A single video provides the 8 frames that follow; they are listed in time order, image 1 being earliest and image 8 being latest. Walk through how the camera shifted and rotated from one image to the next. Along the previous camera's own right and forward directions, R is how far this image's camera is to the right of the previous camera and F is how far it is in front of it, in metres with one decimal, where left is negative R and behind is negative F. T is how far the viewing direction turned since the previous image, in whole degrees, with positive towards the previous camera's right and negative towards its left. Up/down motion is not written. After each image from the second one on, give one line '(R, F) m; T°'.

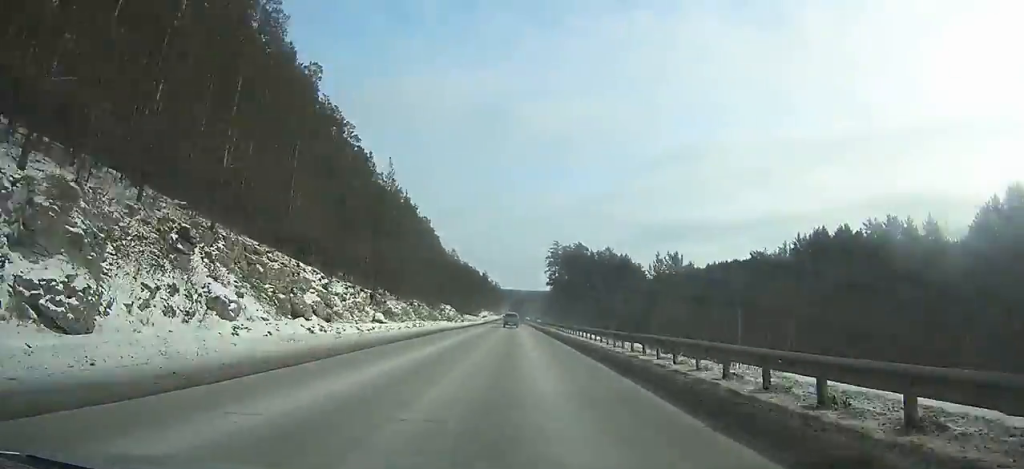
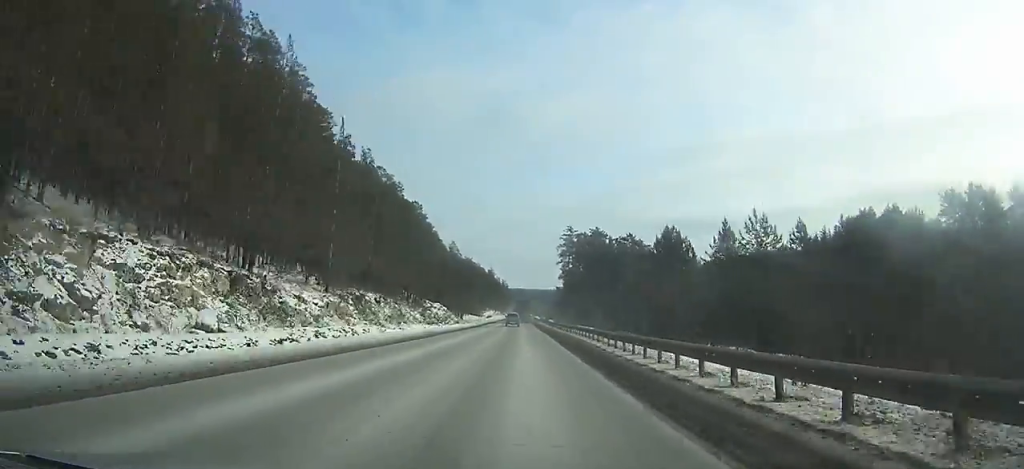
(-0.1, +27.1) m; 0°
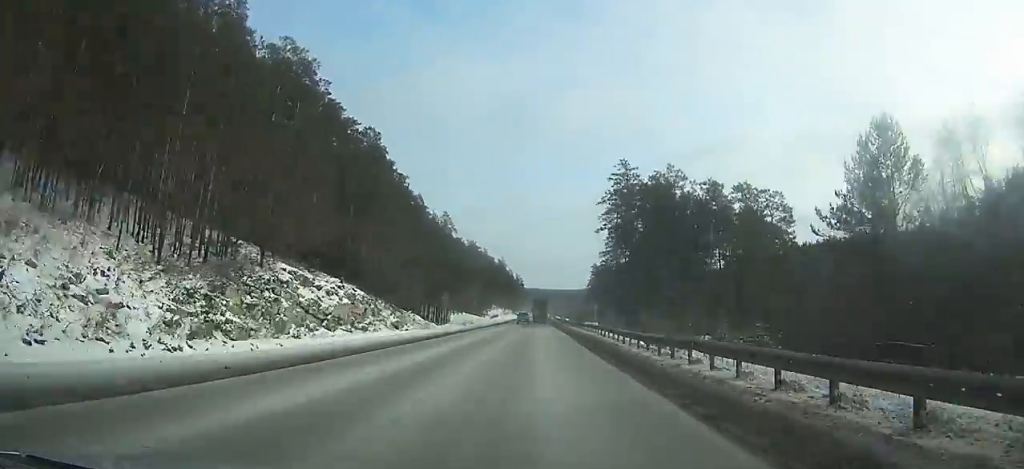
(-0.5, +63.6) m; -1°
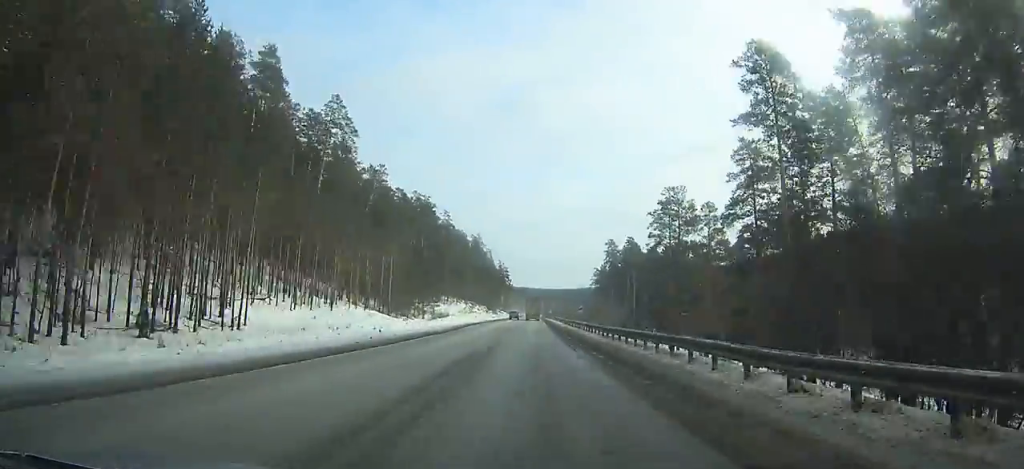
(-0.3, +88.6) m; 0°
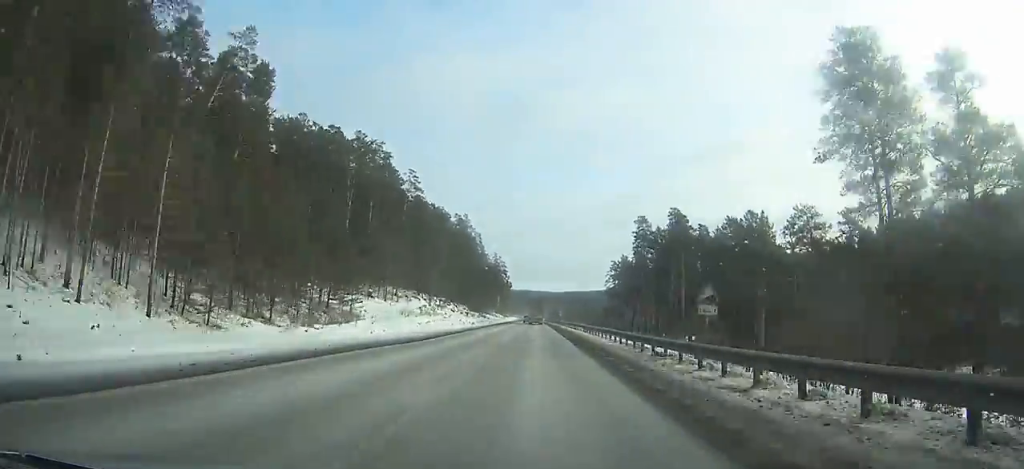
(+0.1, +49.7) m; 0°
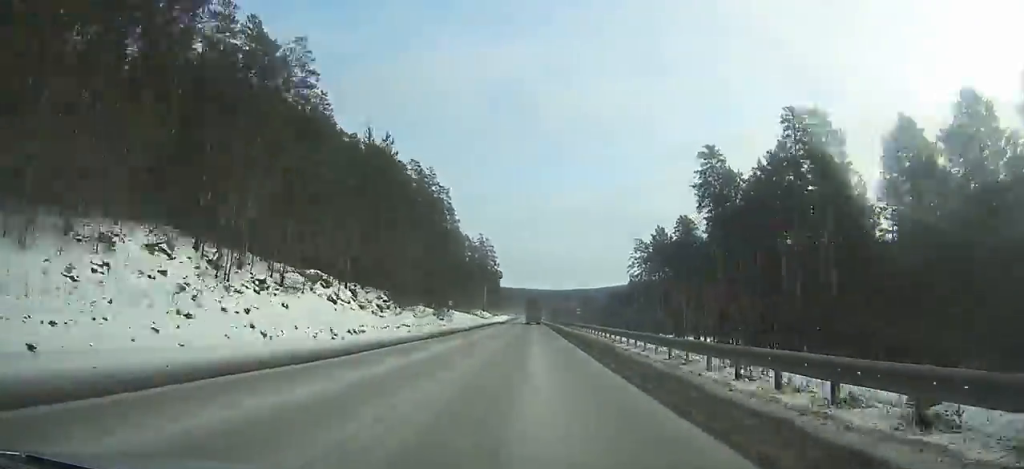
(0.0, +56.2) m; 0°
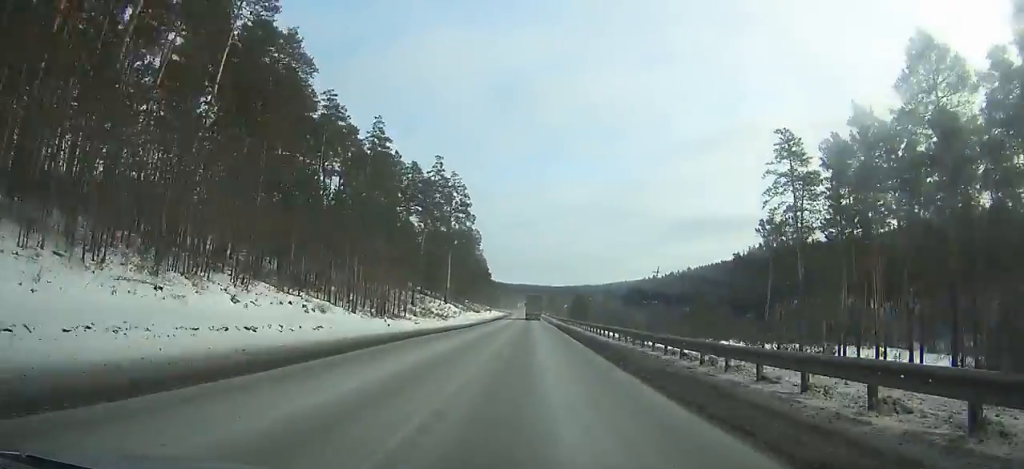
(-0.1, +93.7) m; 0°
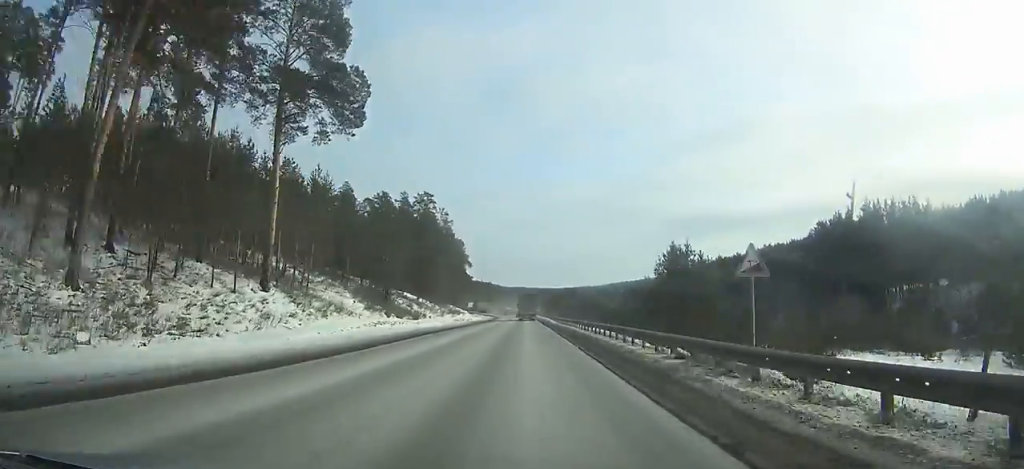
(-0.1, +77.3) m; 0°
